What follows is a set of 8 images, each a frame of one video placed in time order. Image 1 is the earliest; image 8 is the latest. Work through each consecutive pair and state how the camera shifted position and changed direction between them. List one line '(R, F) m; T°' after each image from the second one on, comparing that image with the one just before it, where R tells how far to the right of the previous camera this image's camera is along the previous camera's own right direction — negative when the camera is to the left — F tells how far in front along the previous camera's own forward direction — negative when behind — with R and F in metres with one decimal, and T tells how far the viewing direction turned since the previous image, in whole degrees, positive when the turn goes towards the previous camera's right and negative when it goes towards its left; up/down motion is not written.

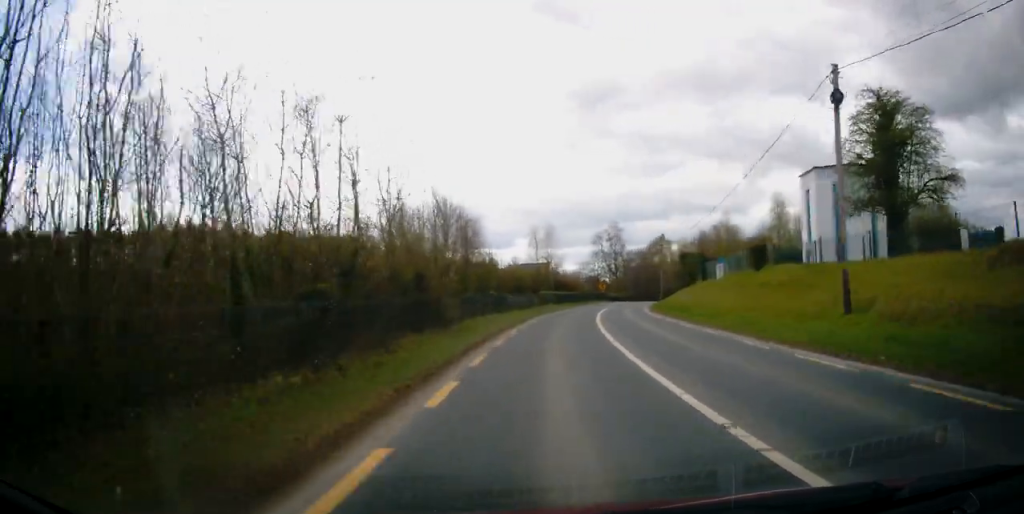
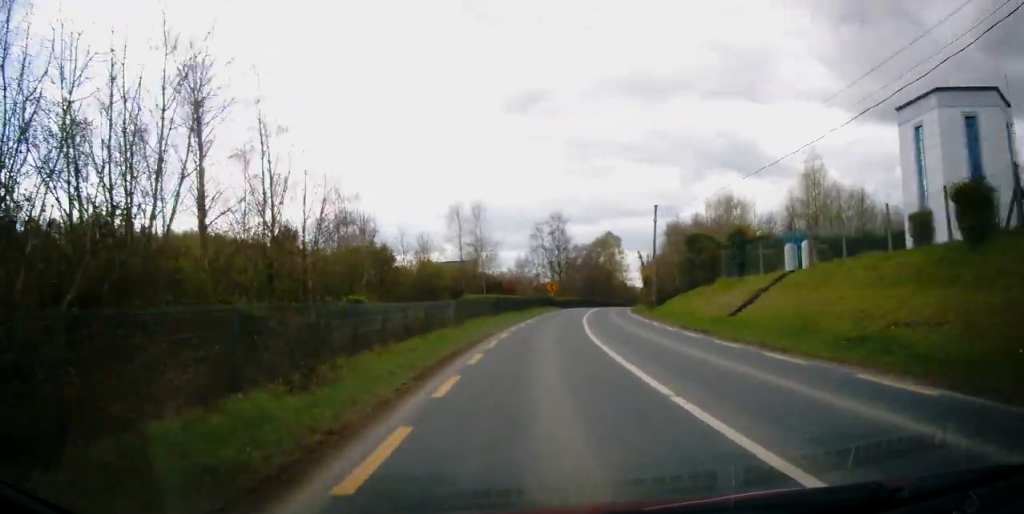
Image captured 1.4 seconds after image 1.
(+0.8, +23.0) m; +6°
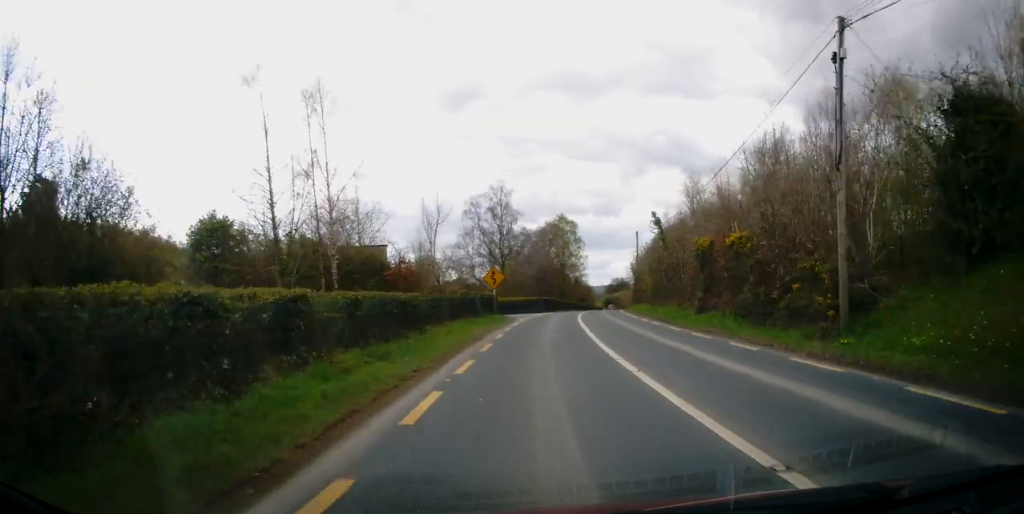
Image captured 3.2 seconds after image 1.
(+2.0, +29.8) m; +6°
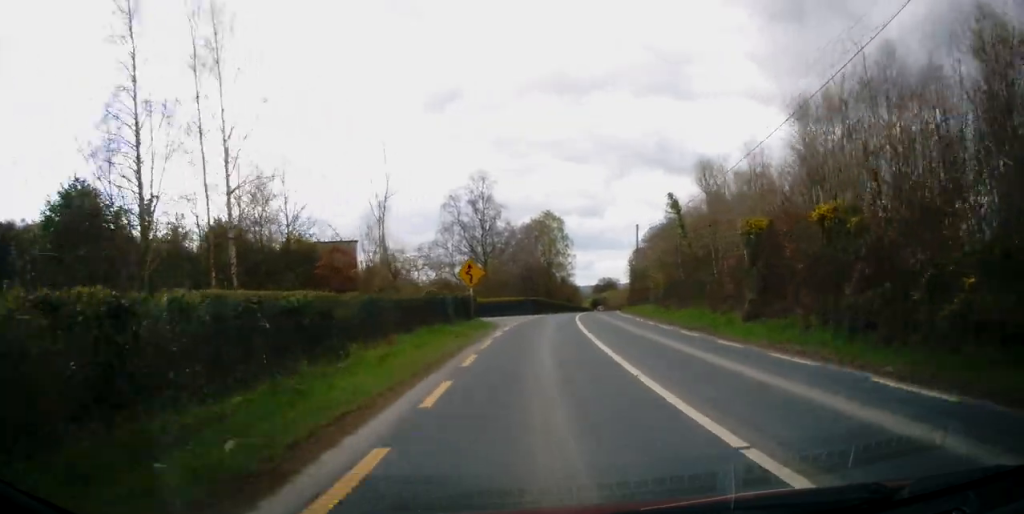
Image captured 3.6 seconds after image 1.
(+0.1, +7.1) m; +2°
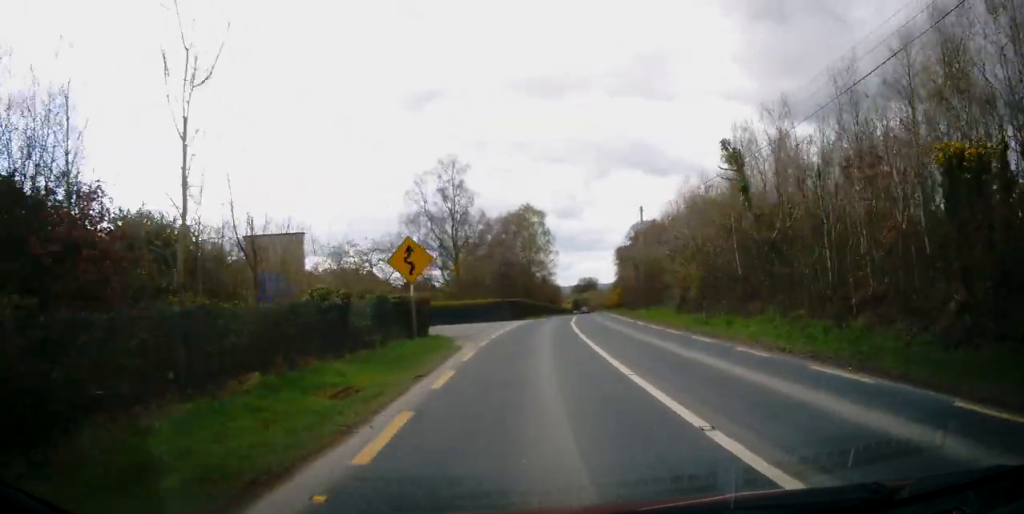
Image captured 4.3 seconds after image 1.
(+0.1, +10.4) m; +3°
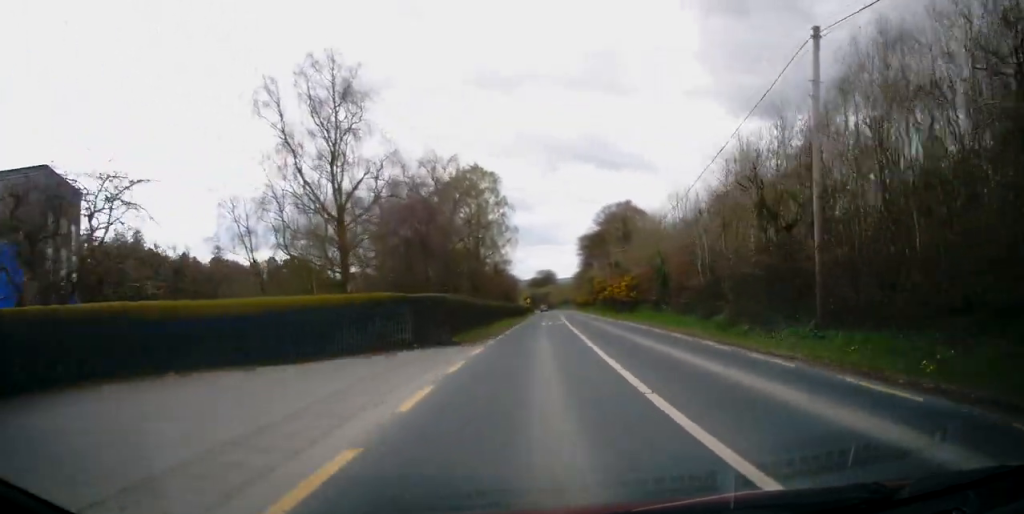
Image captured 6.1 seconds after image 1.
(+1.1, +30.1) m; +4°
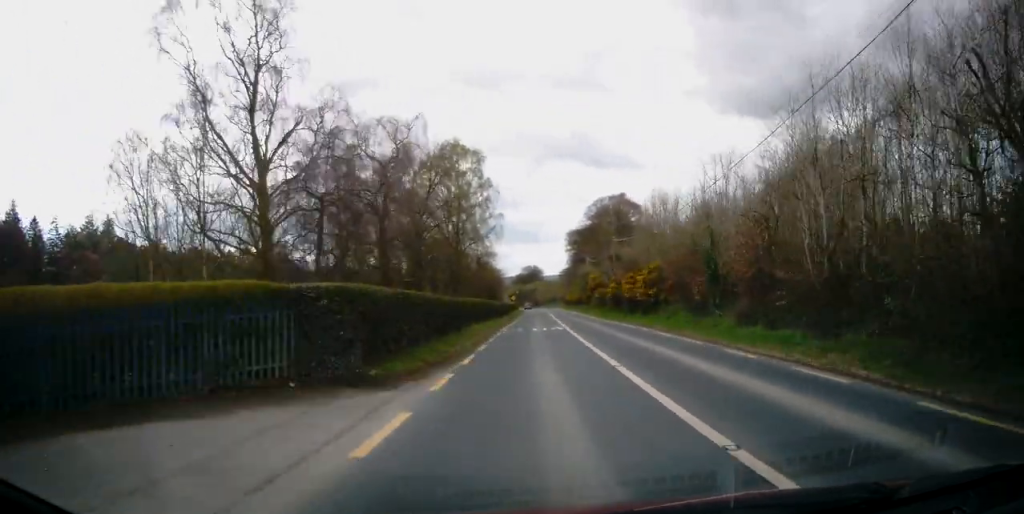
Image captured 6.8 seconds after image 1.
(+0.2, +10.1) m; +2°
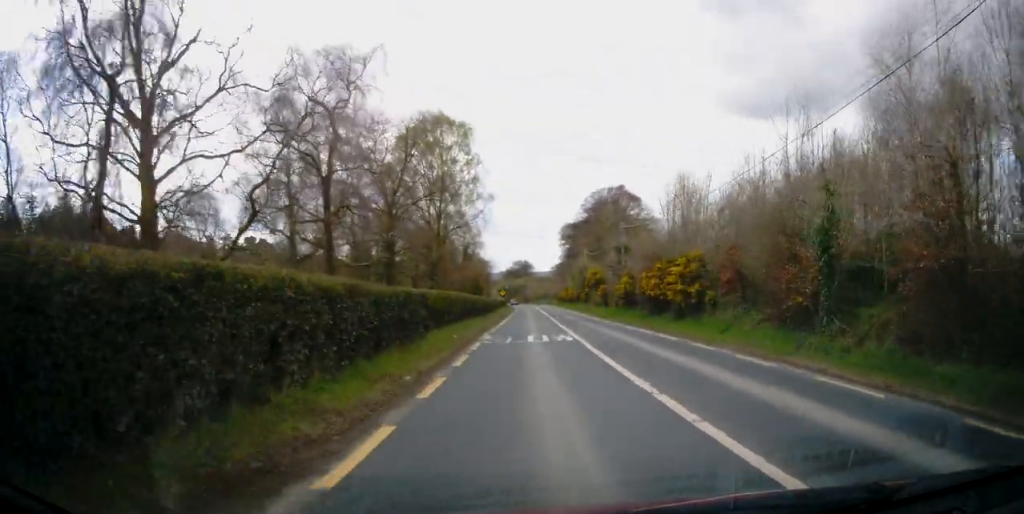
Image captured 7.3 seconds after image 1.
(+0.1, +9.1) m; +2°
